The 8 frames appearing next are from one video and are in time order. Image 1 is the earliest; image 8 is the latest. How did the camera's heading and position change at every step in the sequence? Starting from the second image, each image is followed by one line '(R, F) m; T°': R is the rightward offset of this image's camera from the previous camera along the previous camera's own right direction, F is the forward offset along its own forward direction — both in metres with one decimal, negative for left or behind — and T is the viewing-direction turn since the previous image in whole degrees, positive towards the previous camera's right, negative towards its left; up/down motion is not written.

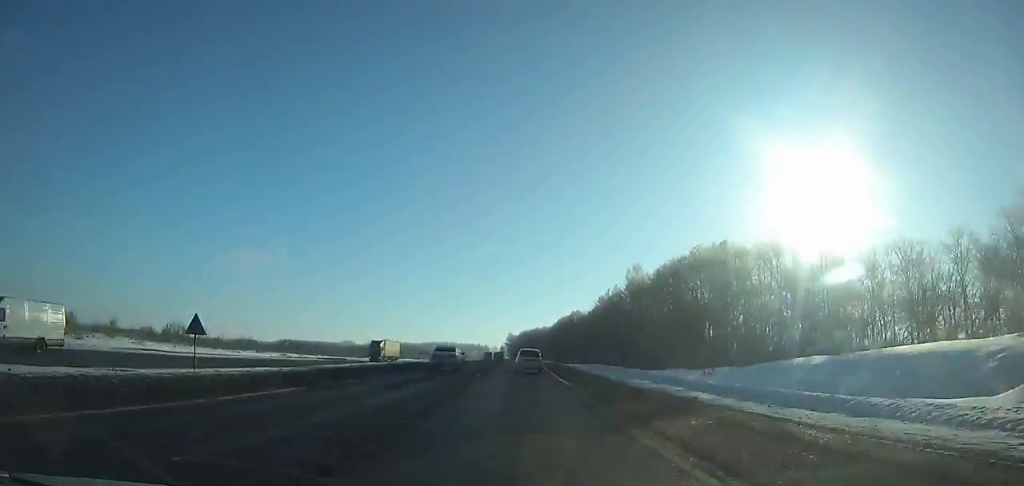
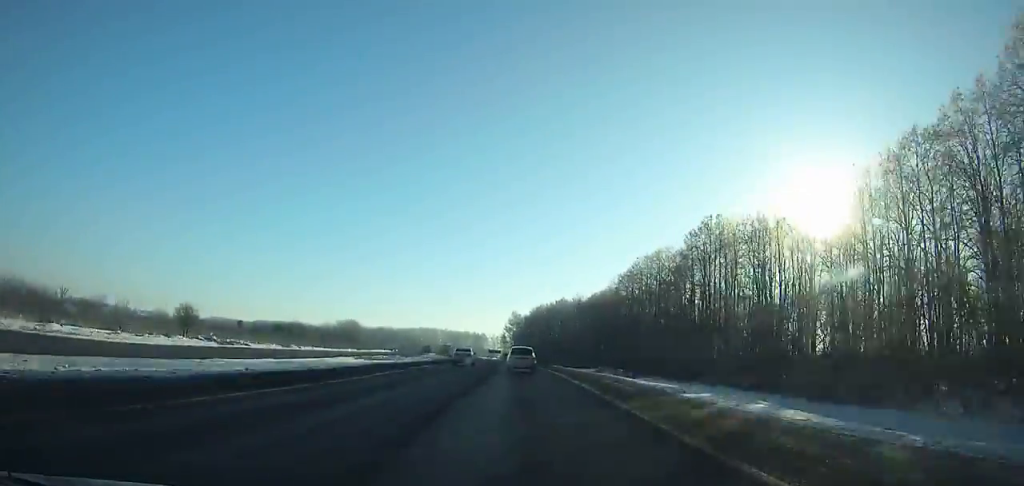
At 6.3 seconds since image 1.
(-0.3, +136.3) m; -2°
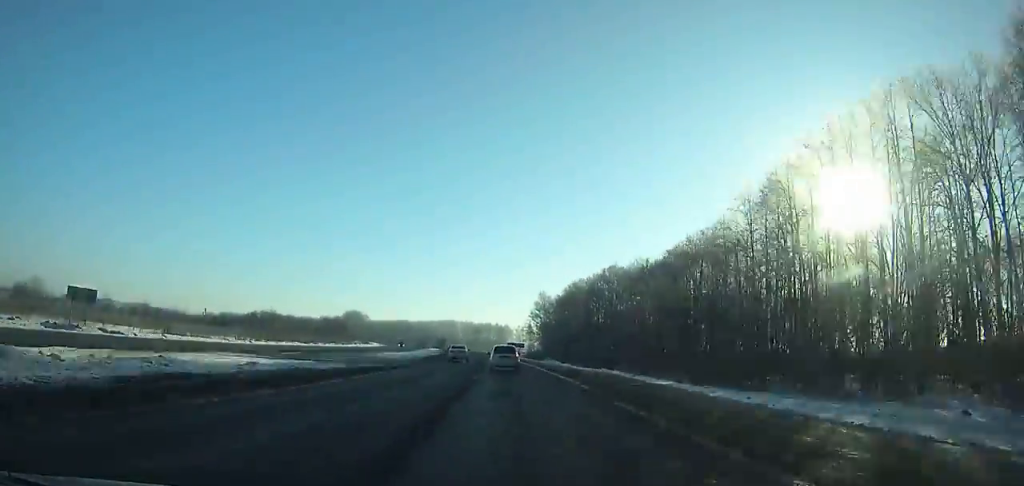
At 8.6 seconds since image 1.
(-1.4, +49.9) m; -3°
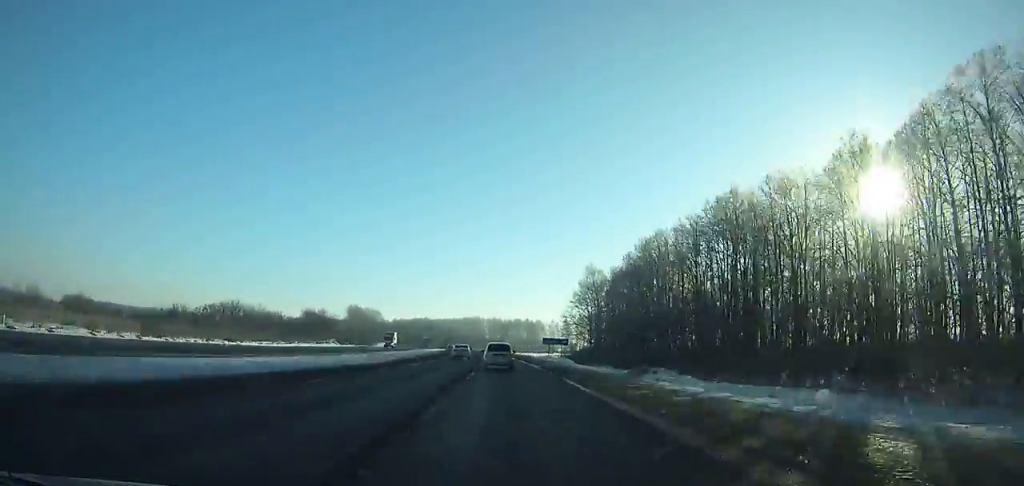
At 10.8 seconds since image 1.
(-1.4, +47.7) m; -3°
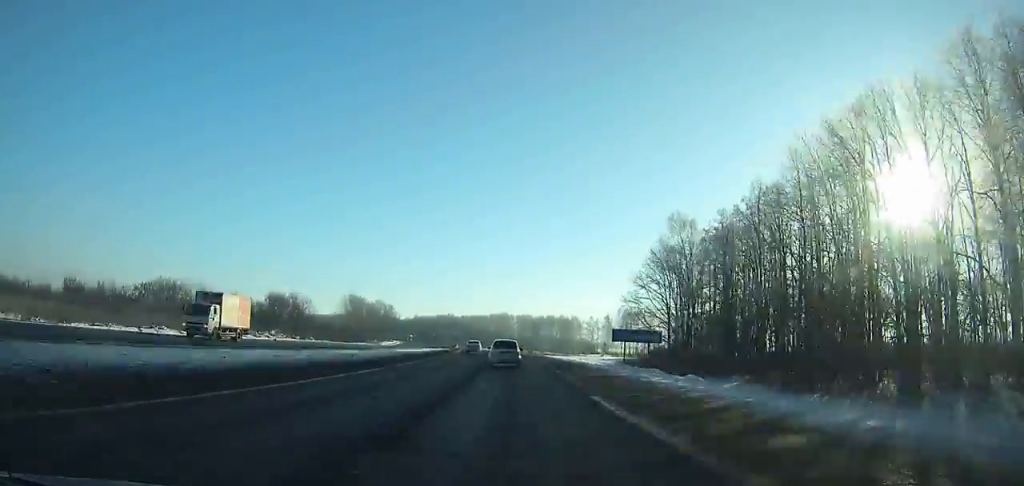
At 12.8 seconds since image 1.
(-0.8, +43.3) m; -3°
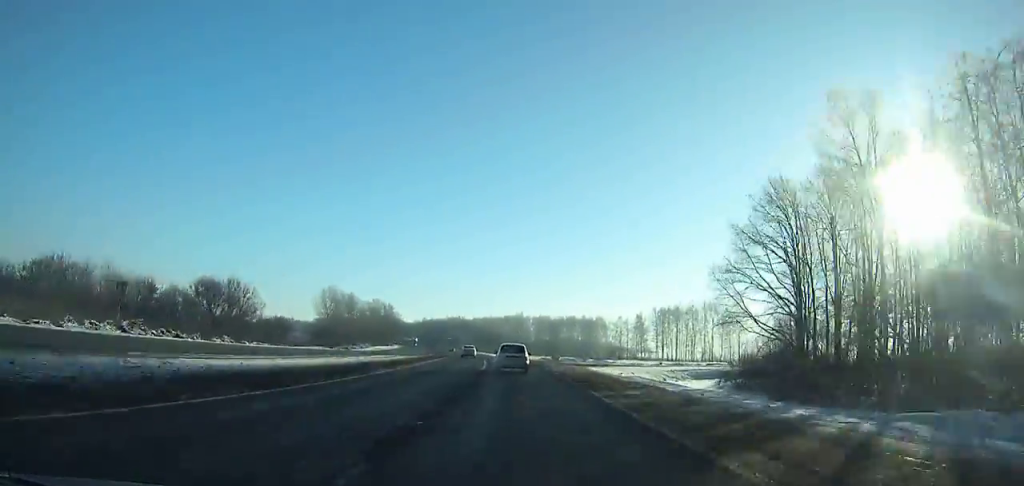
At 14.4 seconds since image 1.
(-0.6, +34.3) m; -2°
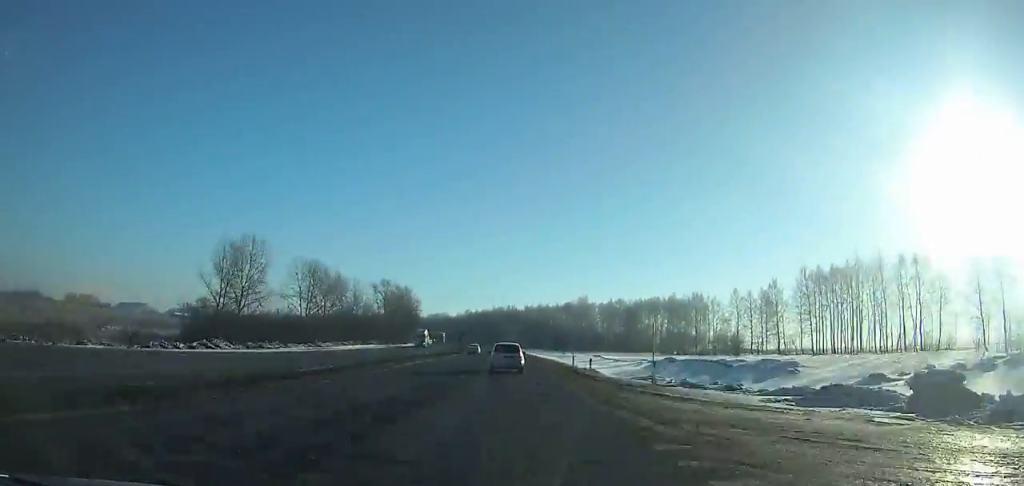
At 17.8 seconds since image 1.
(-3.4, +72.0) m; -5°
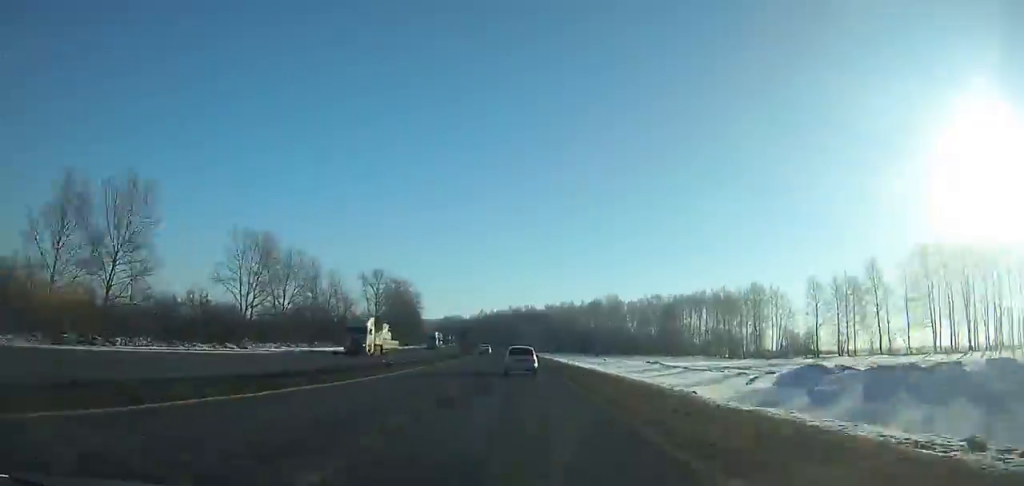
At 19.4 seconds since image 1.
(-0.6, +33.6) m; -2°
